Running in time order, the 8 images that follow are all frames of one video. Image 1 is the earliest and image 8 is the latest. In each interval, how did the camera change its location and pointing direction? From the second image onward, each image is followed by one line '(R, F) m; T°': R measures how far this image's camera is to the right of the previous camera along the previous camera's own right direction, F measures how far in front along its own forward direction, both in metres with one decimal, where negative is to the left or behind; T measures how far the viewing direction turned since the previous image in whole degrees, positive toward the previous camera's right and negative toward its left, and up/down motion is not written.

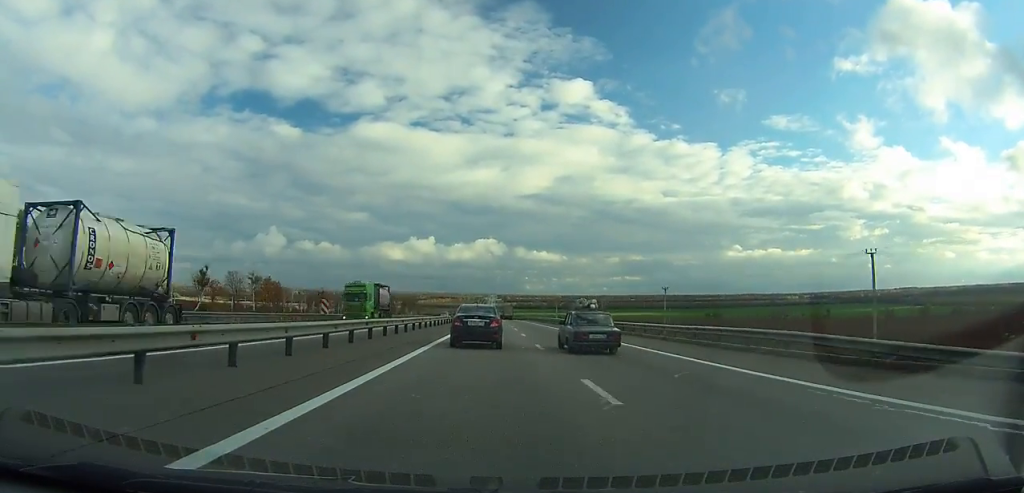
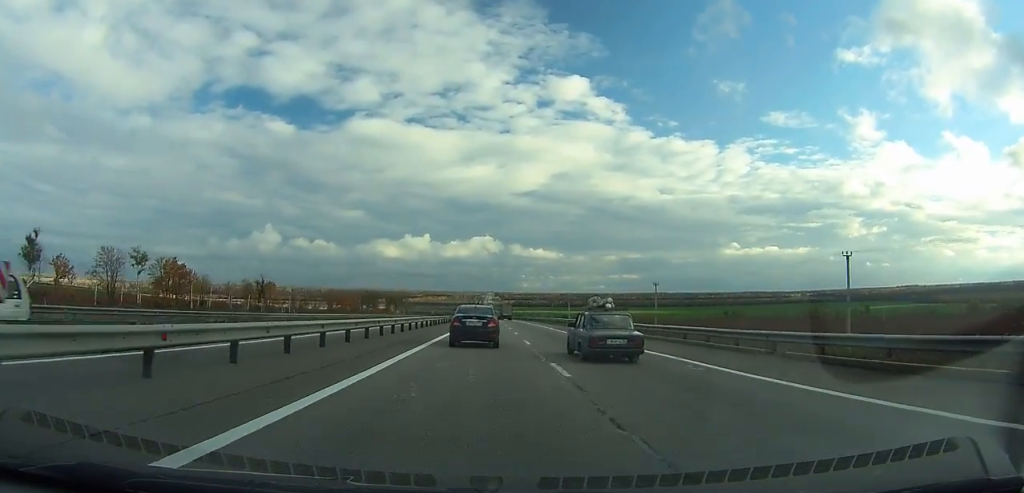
(-0.1, +57.3) m; 0°
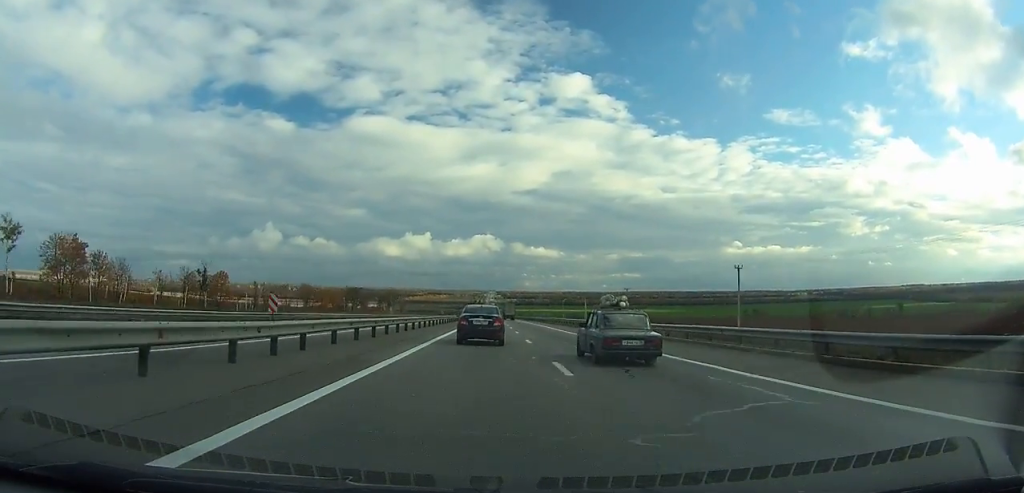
(0.0, +36.9) m; 0°
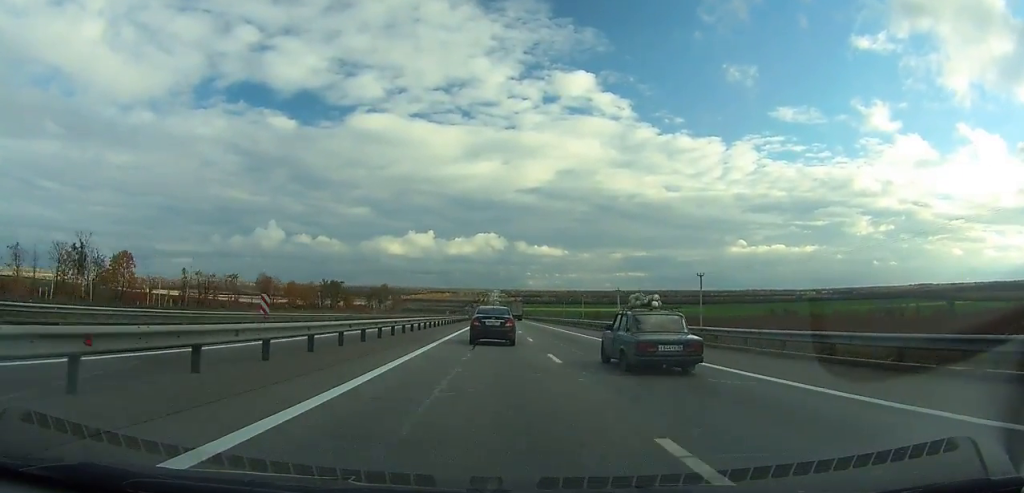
(0.0, +45.4) m; 0°
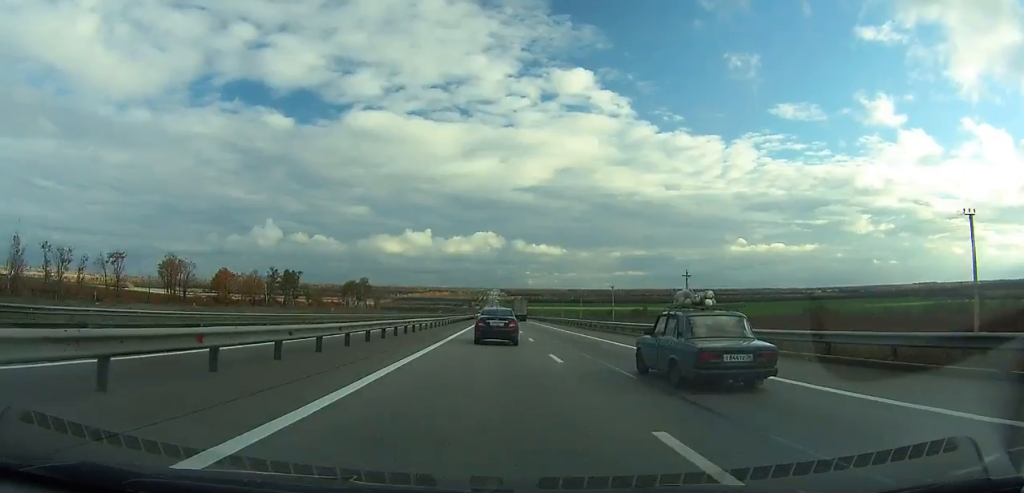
(0.0, +53.8) m; 0°
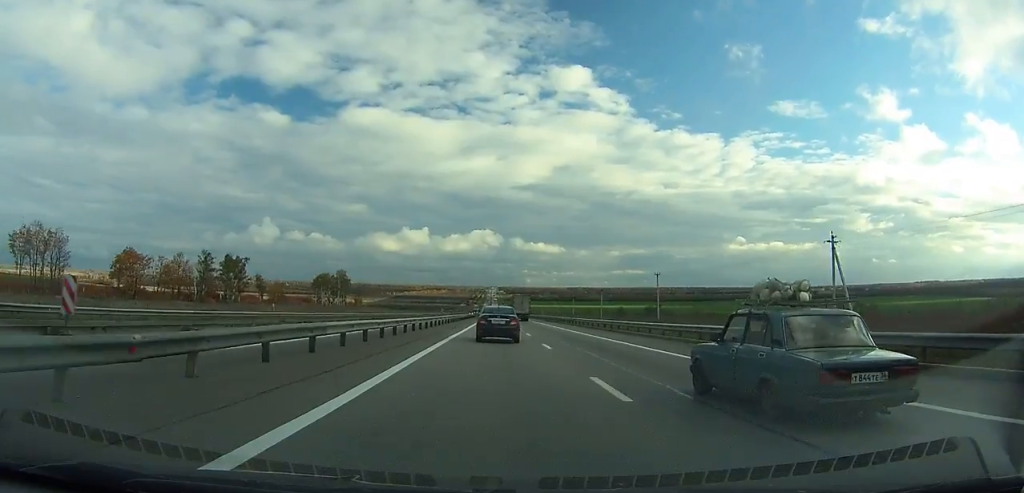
(0.0, +42.7) m; 0°
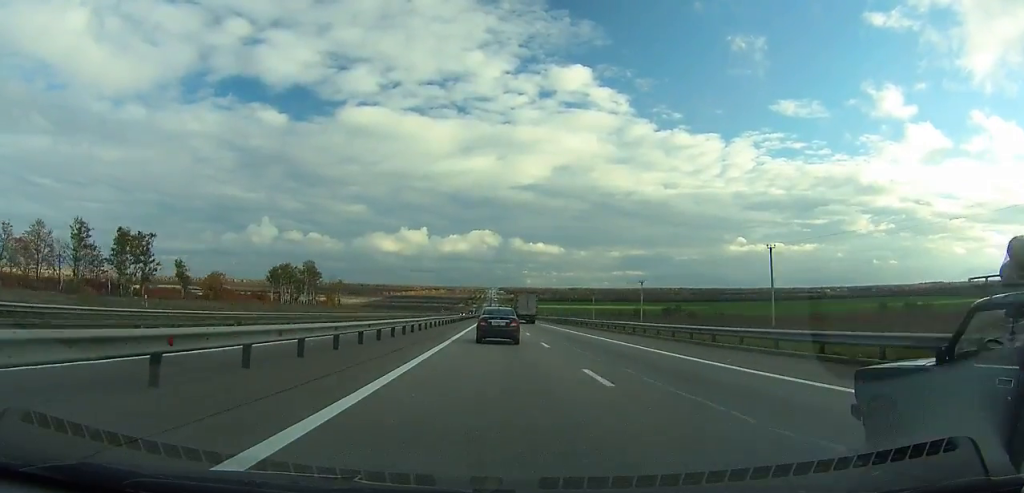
(-0.1, +45.6) m; 0°
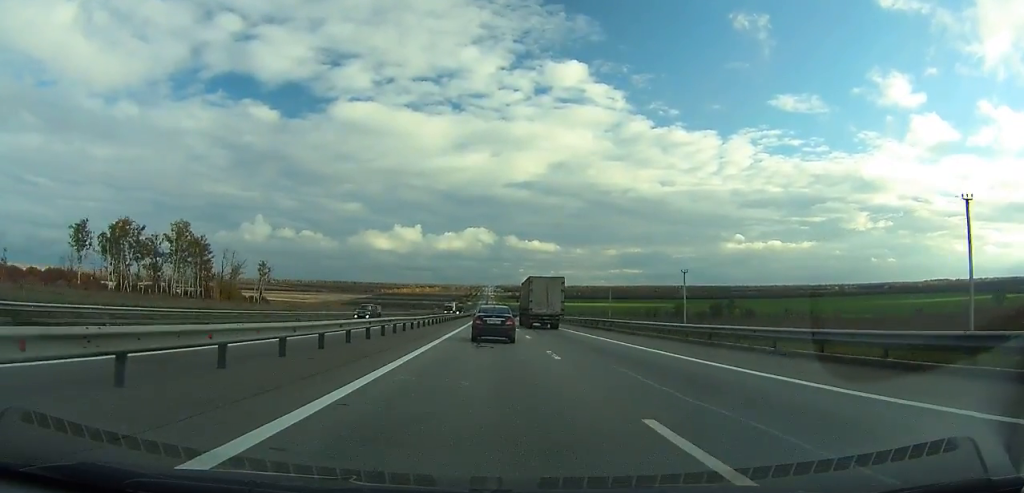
(+0.2, +89.2) m; 0°
